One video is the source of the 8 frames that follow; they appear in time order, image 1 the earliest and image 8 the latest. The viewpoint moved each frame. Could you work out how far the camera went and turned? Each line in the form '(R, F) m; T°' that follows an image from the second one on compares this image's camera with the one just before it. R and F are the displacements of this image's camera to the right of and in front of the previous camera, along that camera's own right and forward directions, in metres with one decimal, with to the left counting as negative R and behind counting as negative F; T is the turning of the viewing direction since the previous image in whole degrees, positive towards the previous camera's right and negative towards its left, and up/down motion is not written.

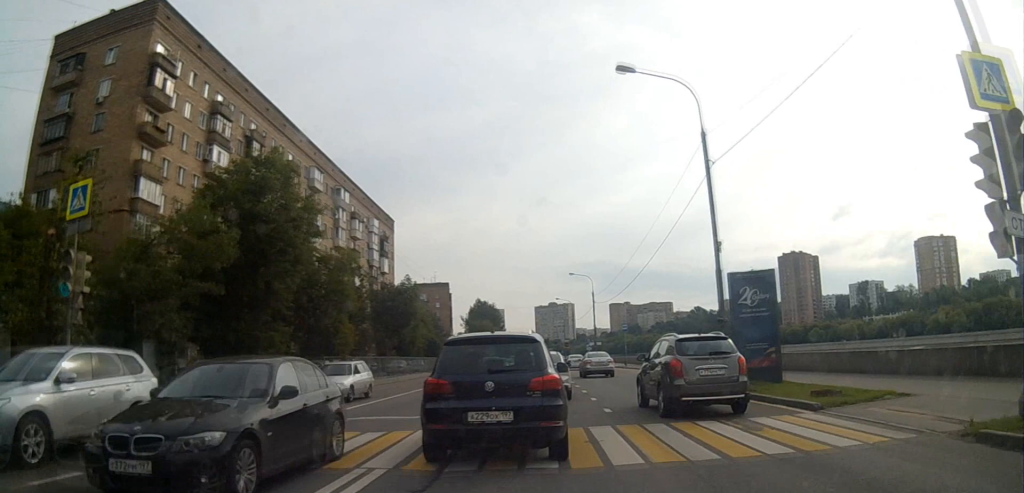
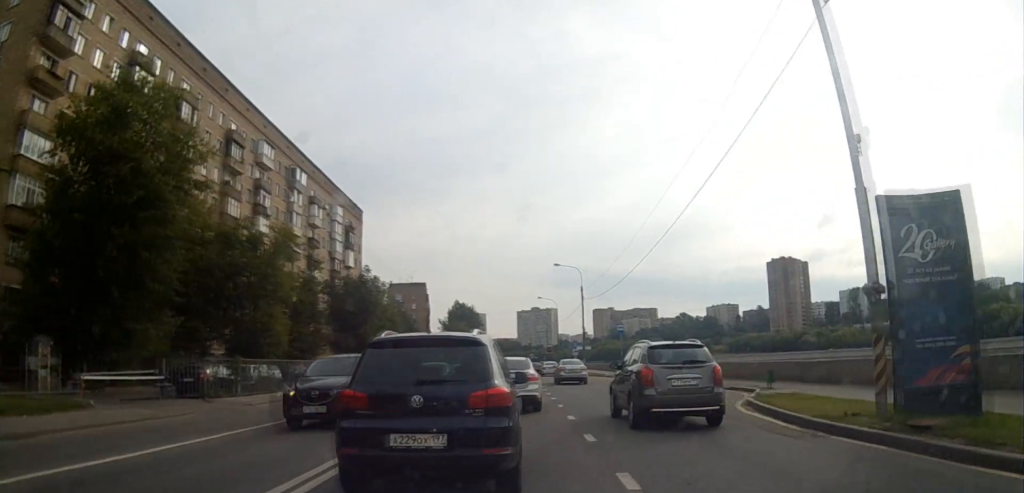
(0.0, +11.4) m; +1°
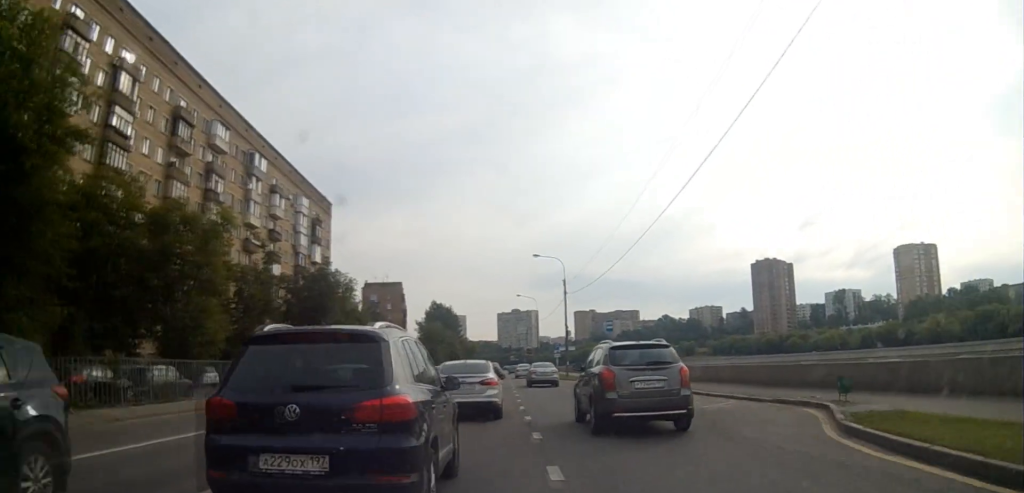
(+0.2, +6.8) m; +2°
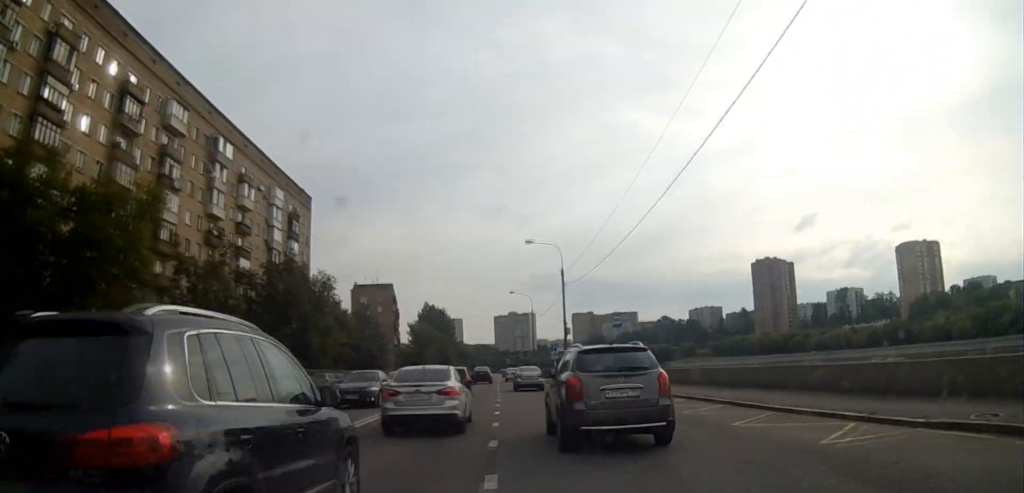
(+0.1, +7.0) m; +1°
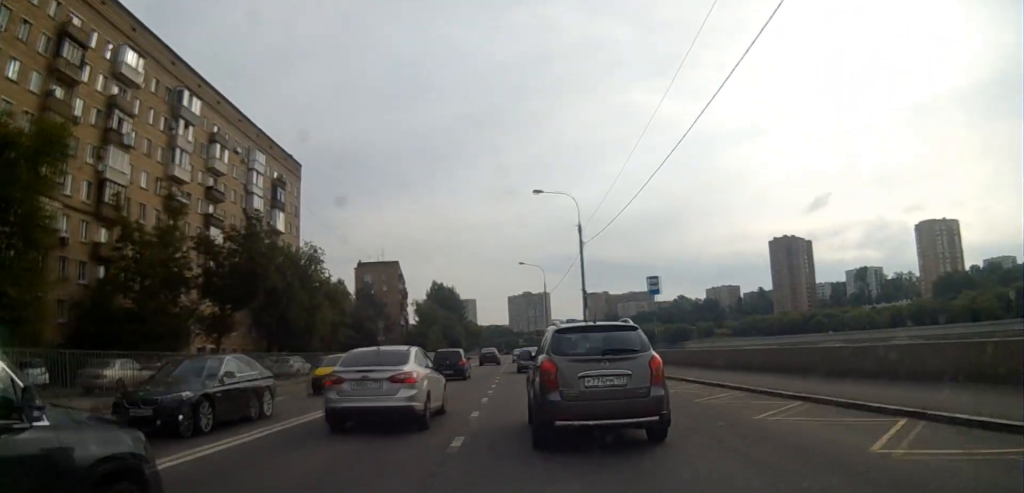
(+0.2, +9.3) m; 0°
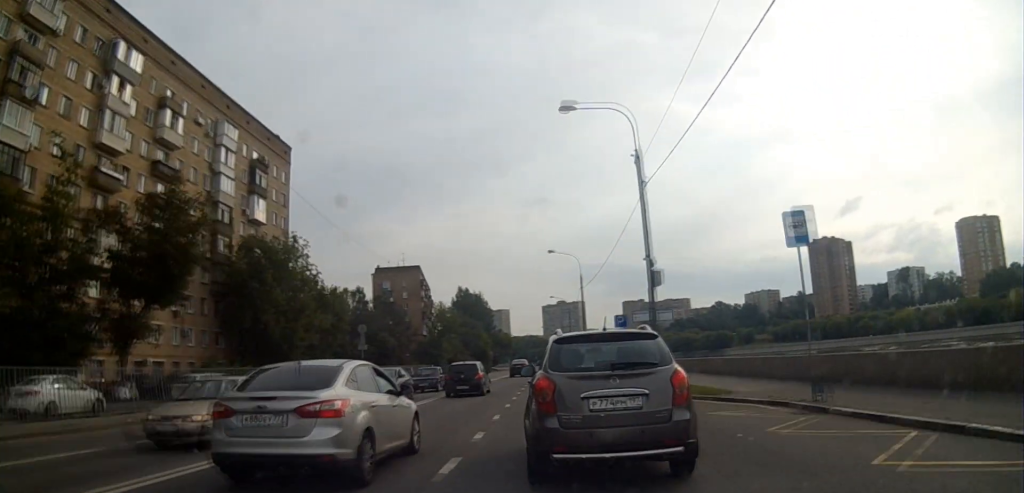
(-0.1, +15.1) m; -2°
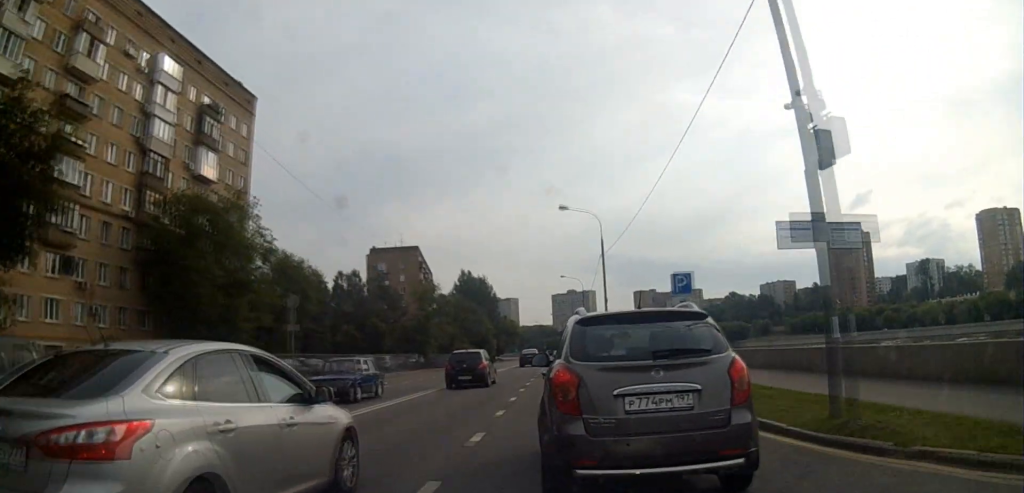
(-0.3, +13.4) m; -1°
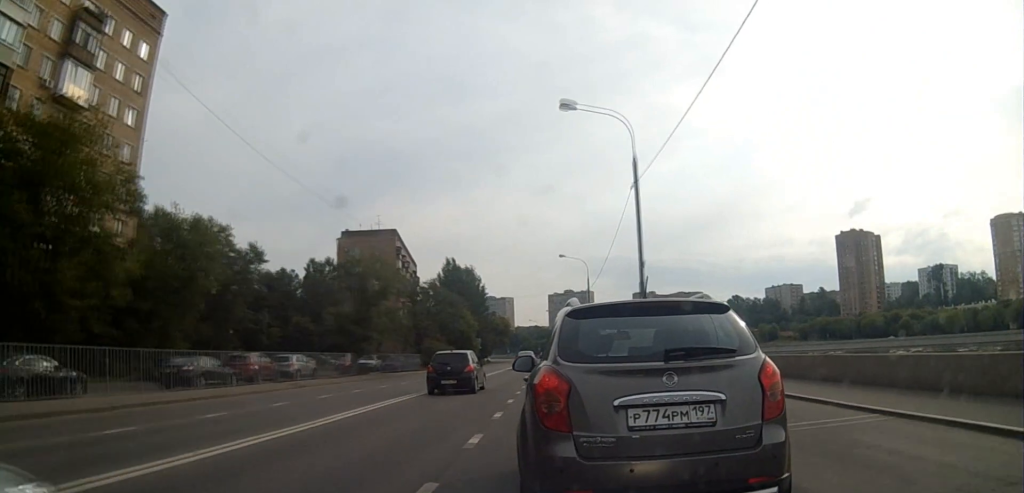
(-0.2, +20.4) m; -1°
